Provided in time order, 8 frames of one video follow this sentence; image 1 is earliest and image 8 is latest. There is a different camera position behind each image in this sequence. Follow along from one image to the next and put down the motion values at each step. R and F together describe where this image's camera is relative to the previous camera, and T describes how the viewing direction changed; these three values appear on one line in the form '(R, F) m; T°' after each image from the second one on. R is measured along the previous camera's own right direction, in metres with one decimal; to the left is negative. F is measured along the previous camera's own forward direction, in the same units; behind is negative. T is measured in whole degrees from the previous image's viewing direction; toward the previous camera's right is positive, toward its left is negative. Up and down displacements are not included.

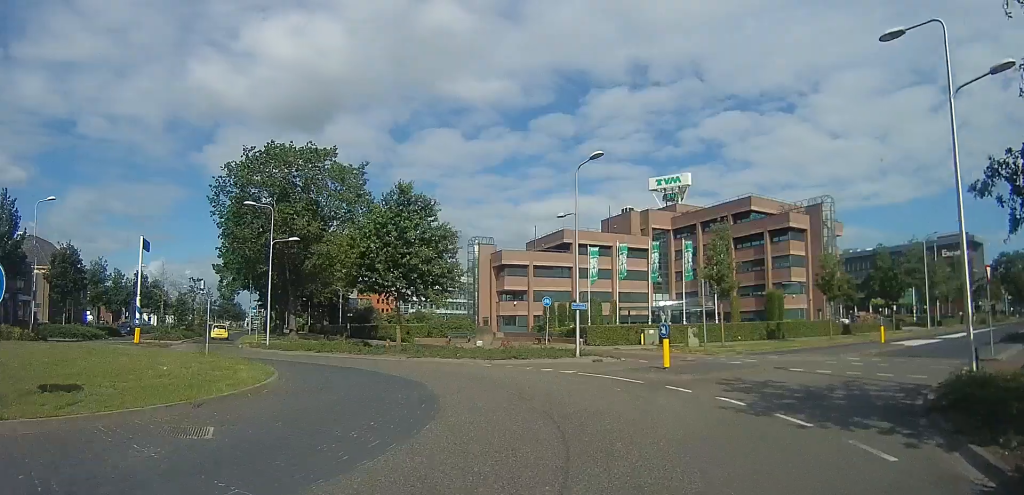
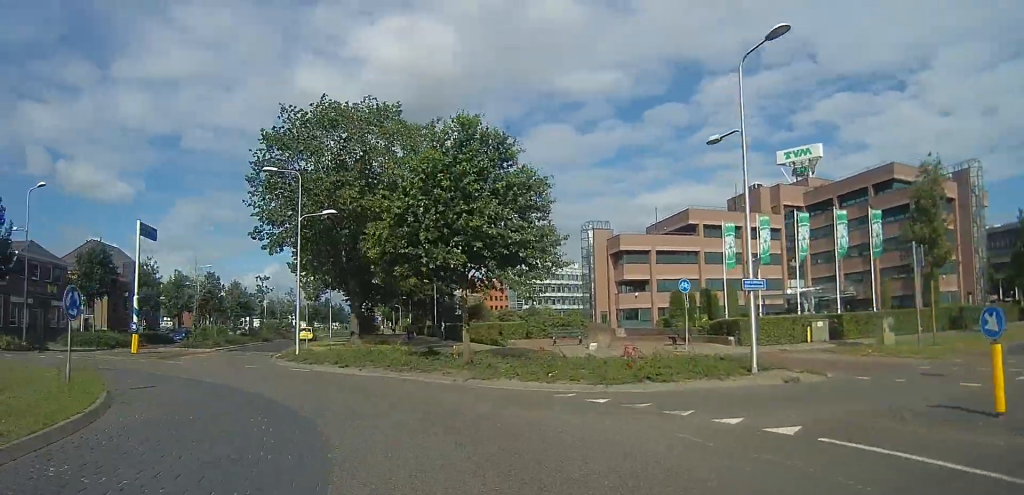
(0.0, +8.6) m; -9°
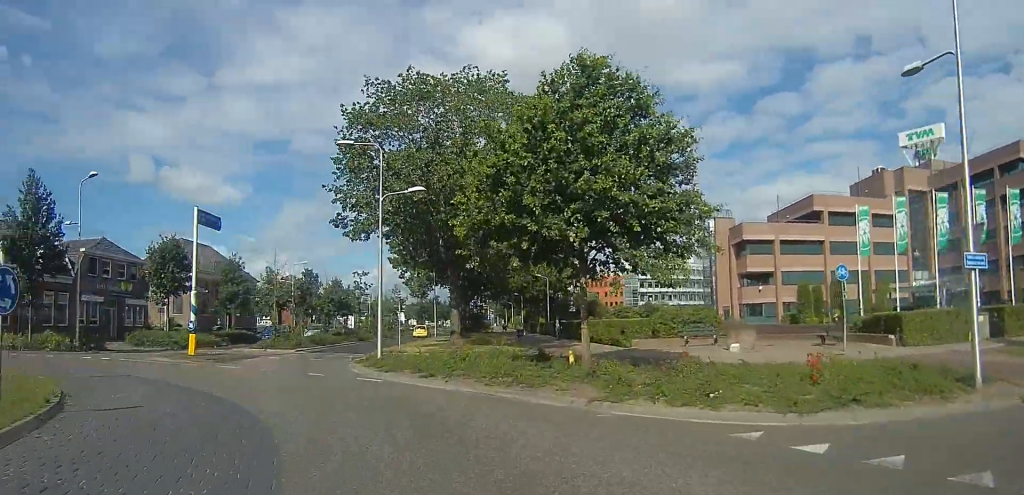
(-0.3, +3.7) m; -9°
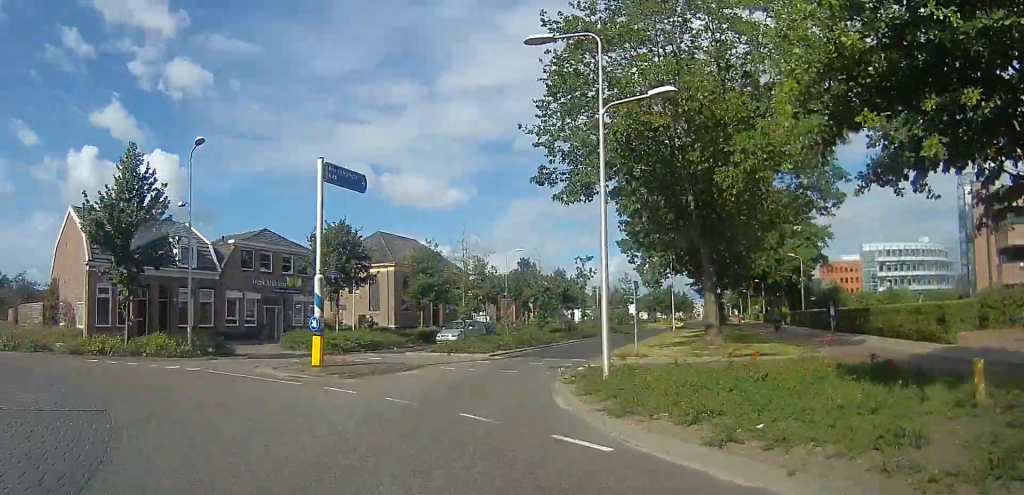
(-1.2, +7.3) m; -17°
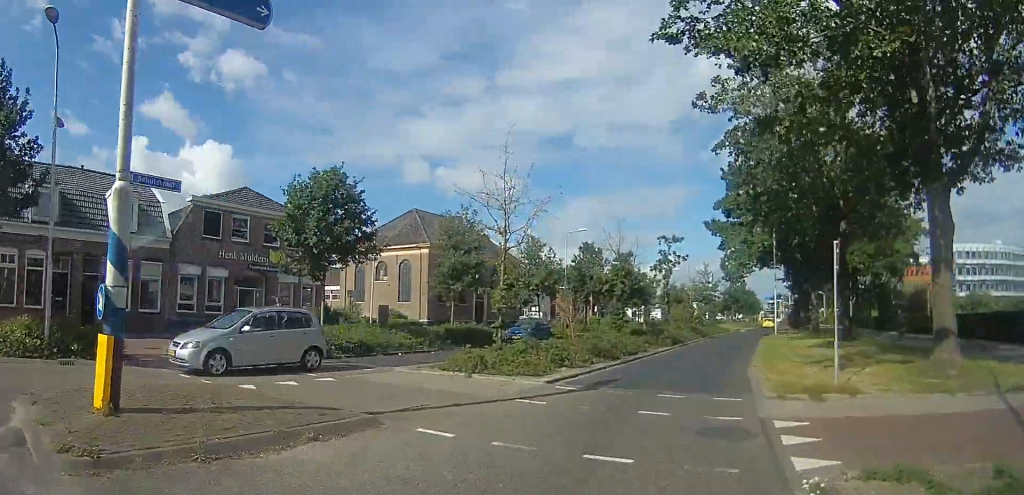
(-1.0, +9.5) m; -3°
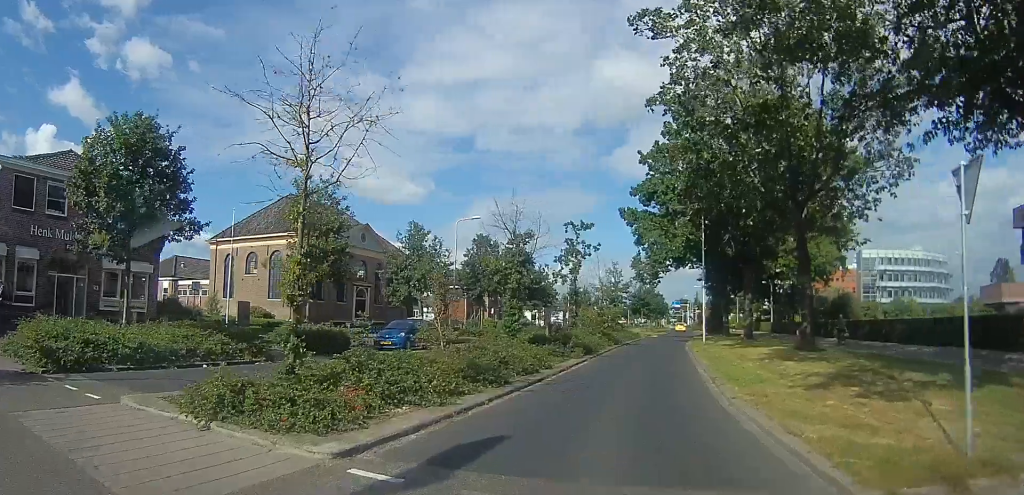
(+0.3, +5.9) m; +2°
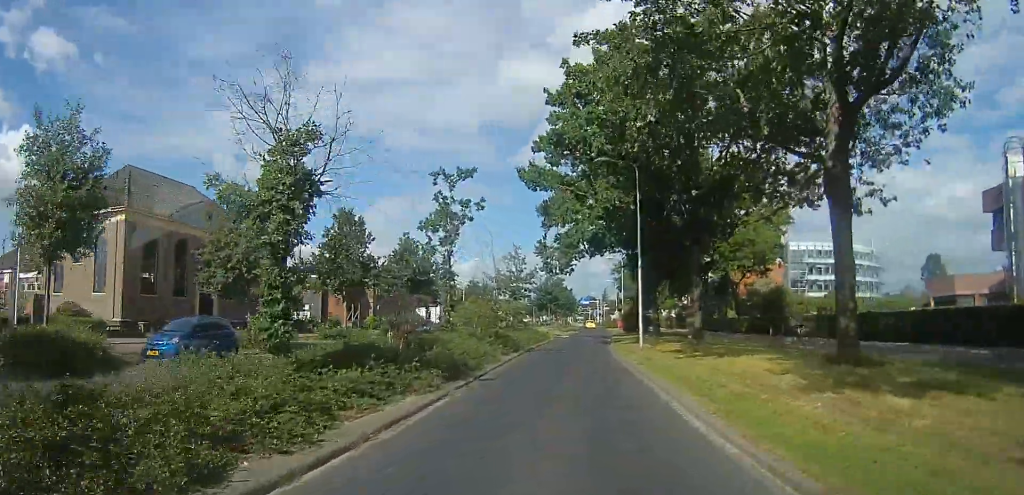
(+0.1, +8.9) m; +11°
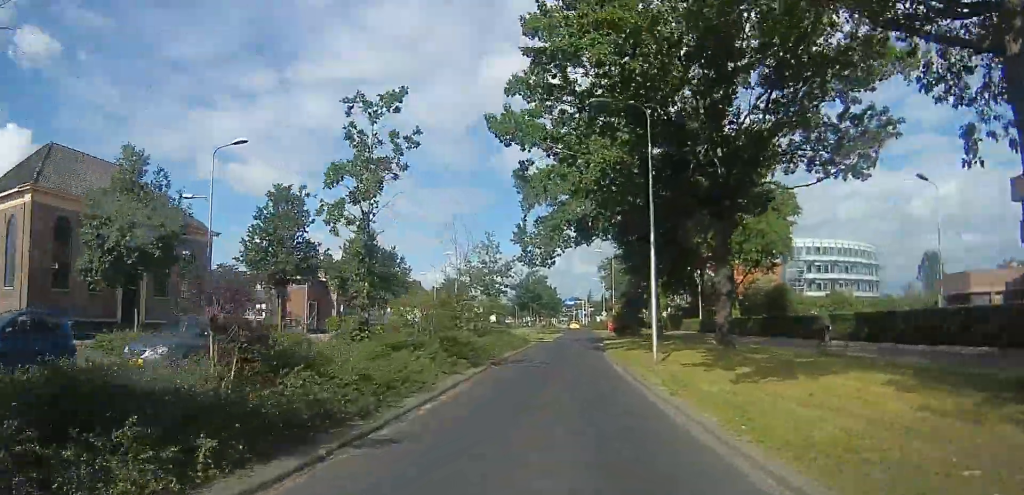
(+0.9, +5.9) m; +1°
